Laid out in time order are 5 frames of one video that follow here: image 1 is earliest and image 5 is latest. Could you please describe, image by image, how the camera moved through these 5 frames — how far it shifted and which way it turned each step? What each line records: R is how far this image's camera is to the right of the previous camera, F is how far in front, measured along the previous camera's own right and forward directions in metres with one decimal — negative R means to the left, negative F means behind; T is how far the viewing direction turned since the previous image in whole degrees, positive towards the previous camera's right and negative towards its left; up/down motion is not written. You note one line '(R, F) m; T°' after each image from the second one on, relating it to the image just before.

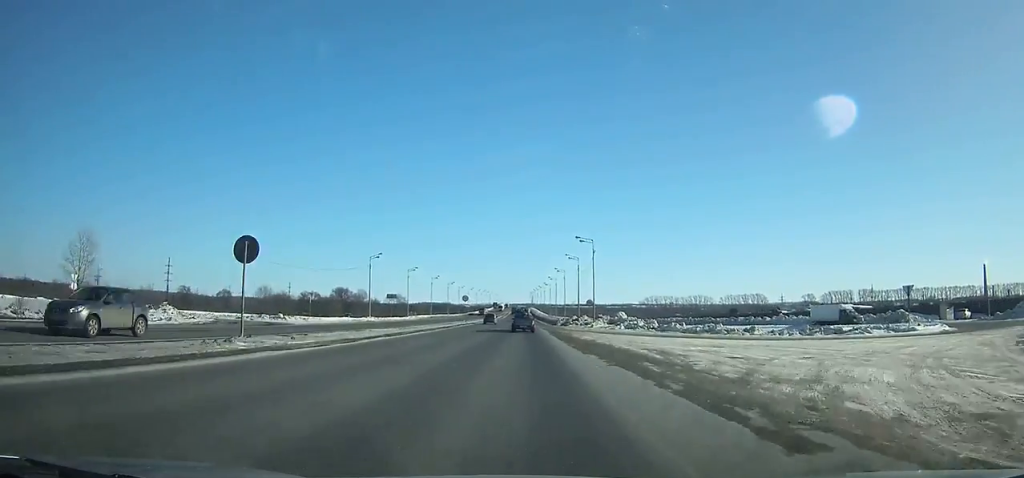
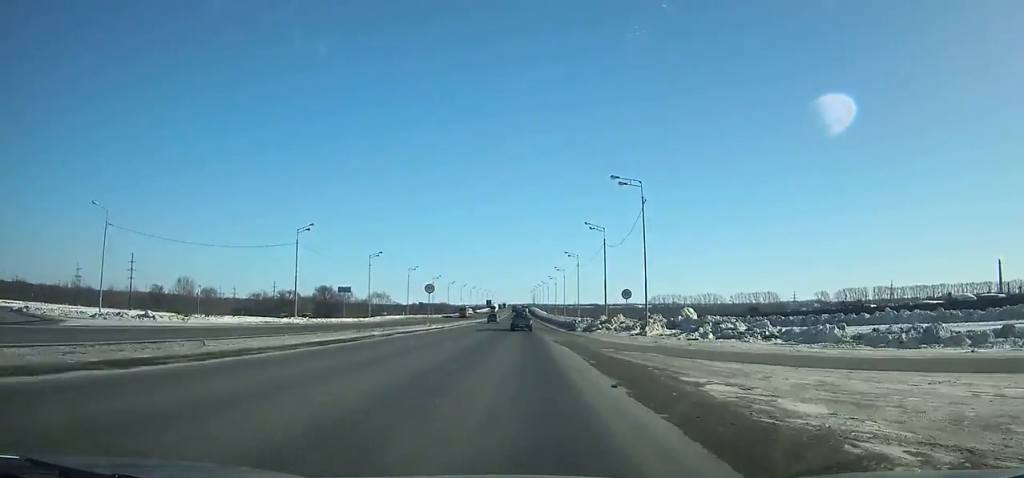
(-0.1, +30.9) m; 0°
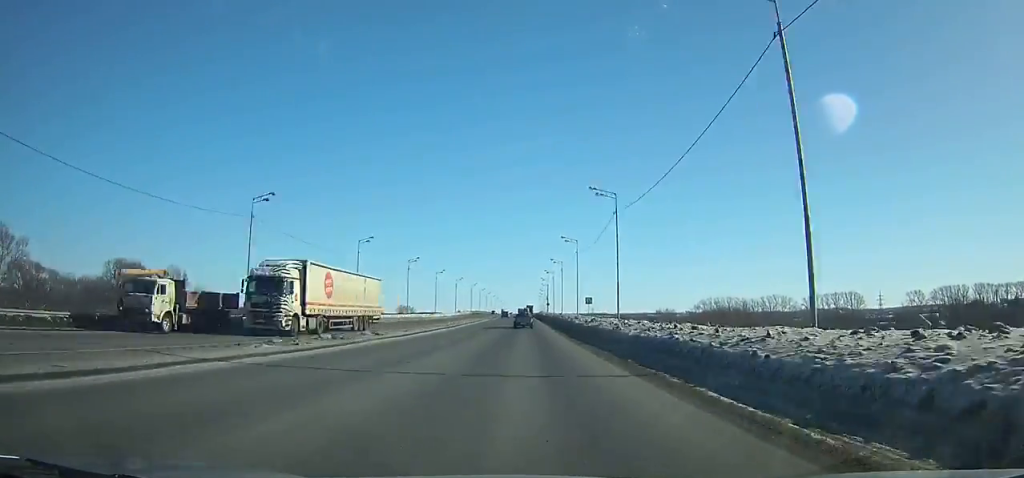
(+0.5, +164.4) m; 0°
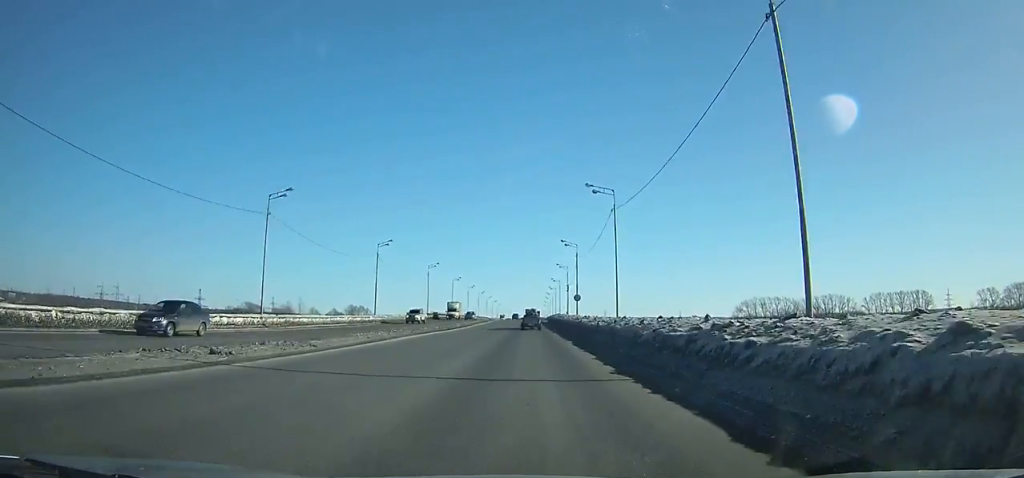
(-0.6, +89.9) m; 0°
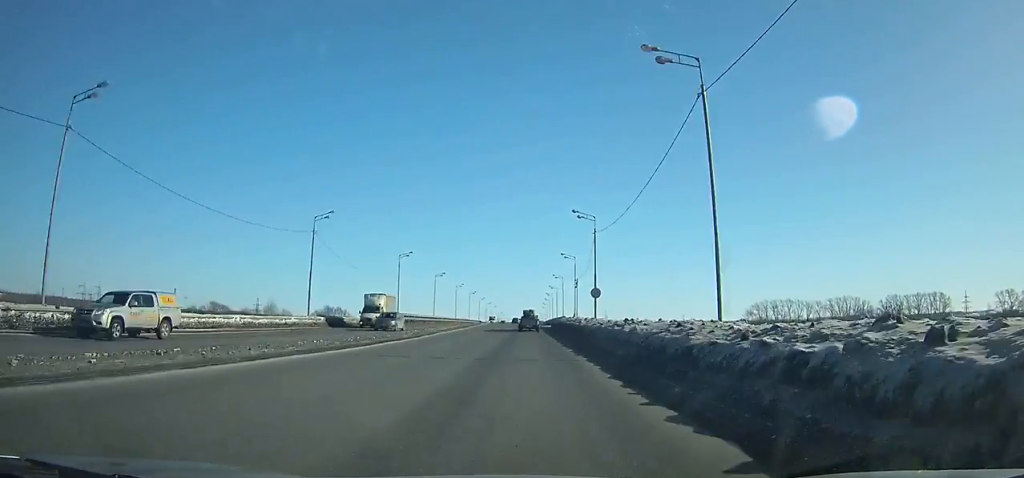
(+0.1, +23.8) m; 0°
